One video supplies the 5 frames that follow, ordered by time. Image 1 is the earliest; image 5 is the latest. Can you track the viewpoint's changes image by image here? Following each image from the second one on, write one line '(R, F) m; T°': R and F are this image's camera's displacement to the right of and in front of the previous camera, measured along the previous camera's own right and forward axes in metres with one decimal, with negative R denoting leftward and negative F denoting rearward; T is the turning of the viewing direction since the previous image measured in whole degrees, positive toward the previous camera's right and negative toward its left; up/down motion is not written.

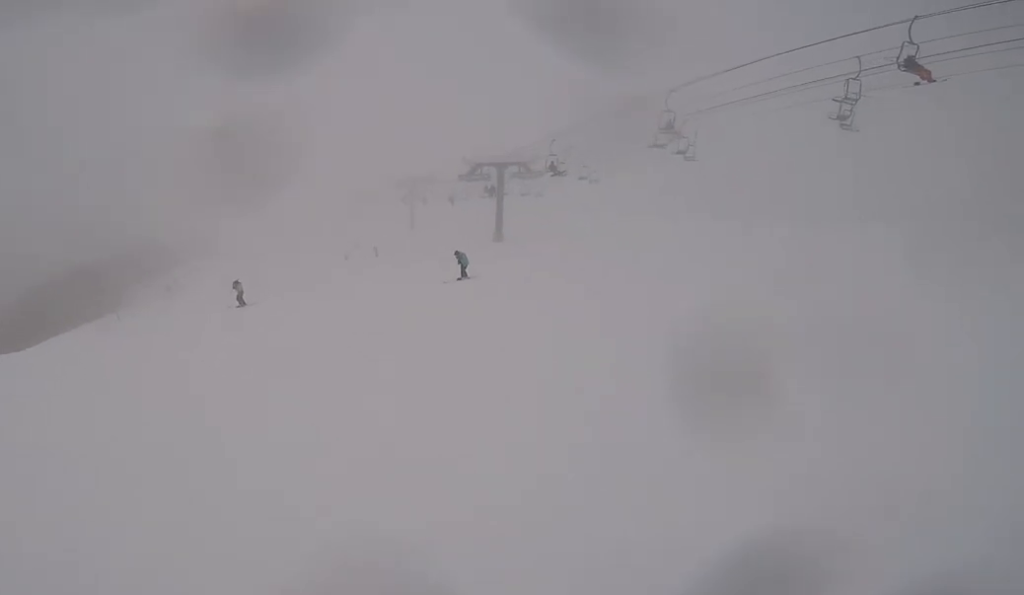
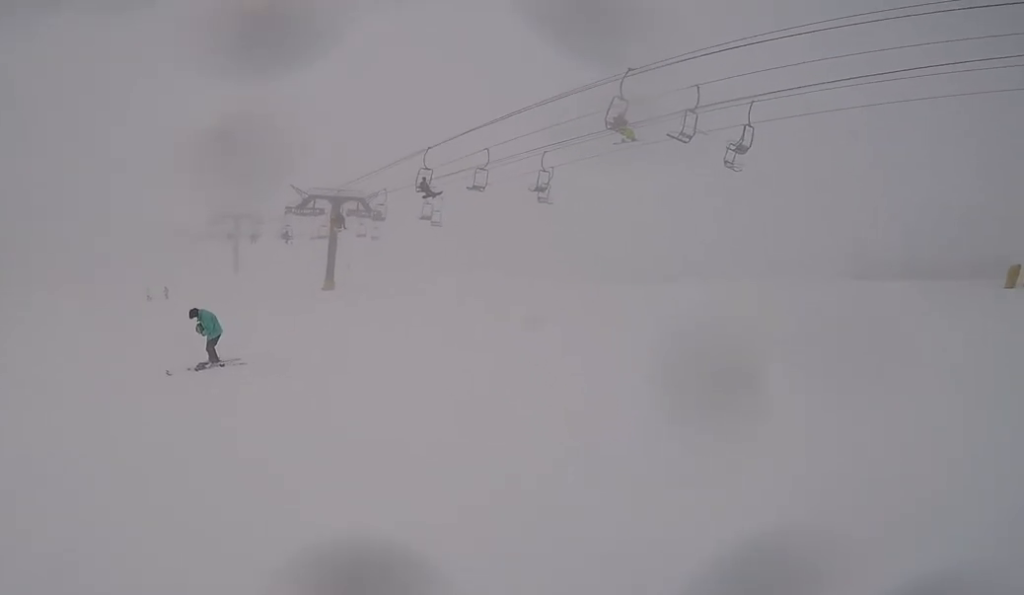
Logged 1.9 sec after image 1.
(+5.2, +7.2) m; +47°
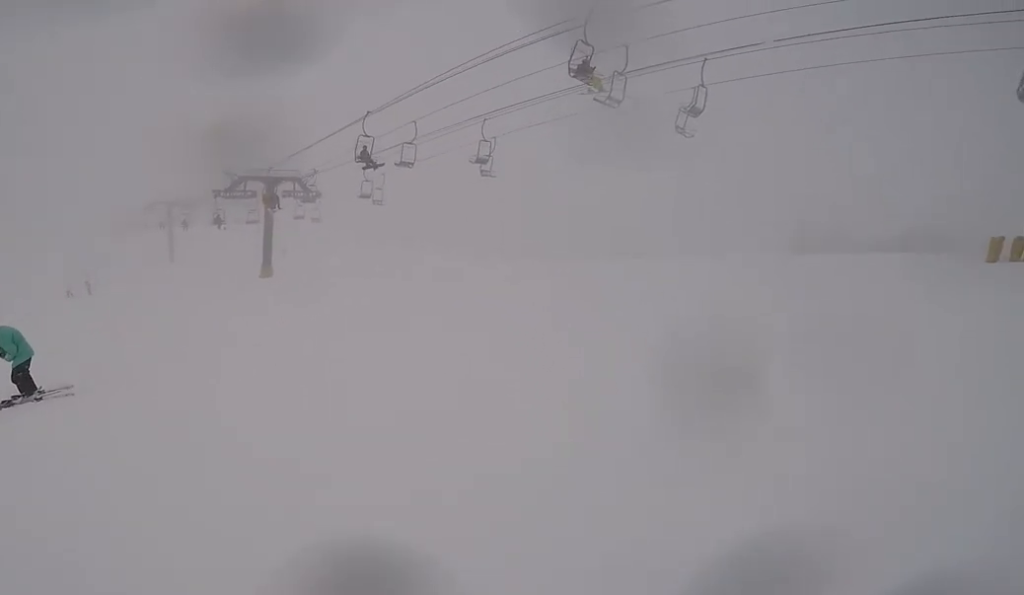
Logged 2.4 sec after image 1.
(0.0, +2.6) m; -1°
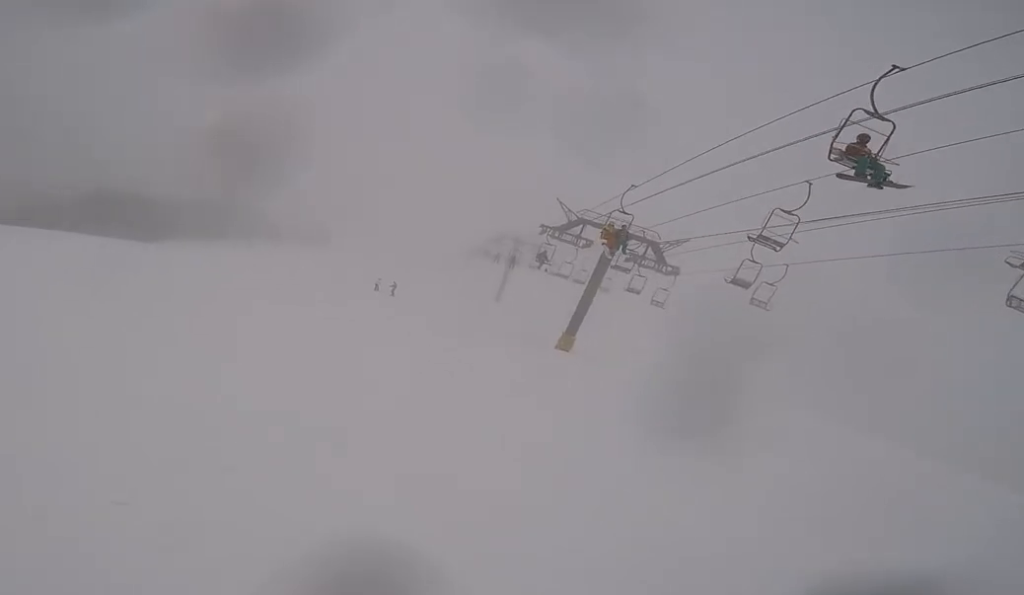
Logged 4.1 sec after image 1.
(-2.6, +9.7) m; -46°
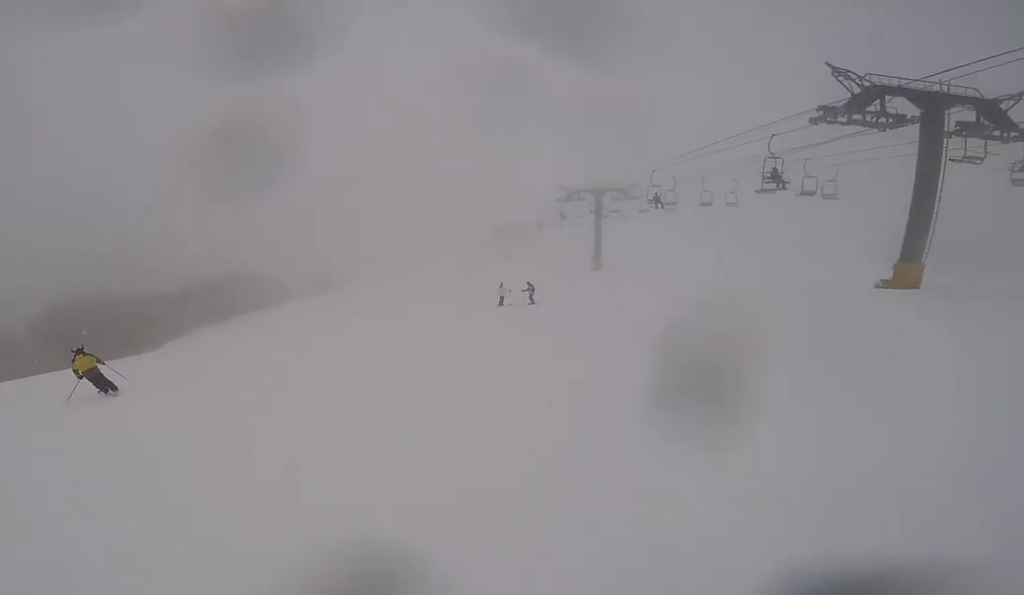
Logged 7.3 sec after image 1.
(-11.0, +15.8) m; -27°
